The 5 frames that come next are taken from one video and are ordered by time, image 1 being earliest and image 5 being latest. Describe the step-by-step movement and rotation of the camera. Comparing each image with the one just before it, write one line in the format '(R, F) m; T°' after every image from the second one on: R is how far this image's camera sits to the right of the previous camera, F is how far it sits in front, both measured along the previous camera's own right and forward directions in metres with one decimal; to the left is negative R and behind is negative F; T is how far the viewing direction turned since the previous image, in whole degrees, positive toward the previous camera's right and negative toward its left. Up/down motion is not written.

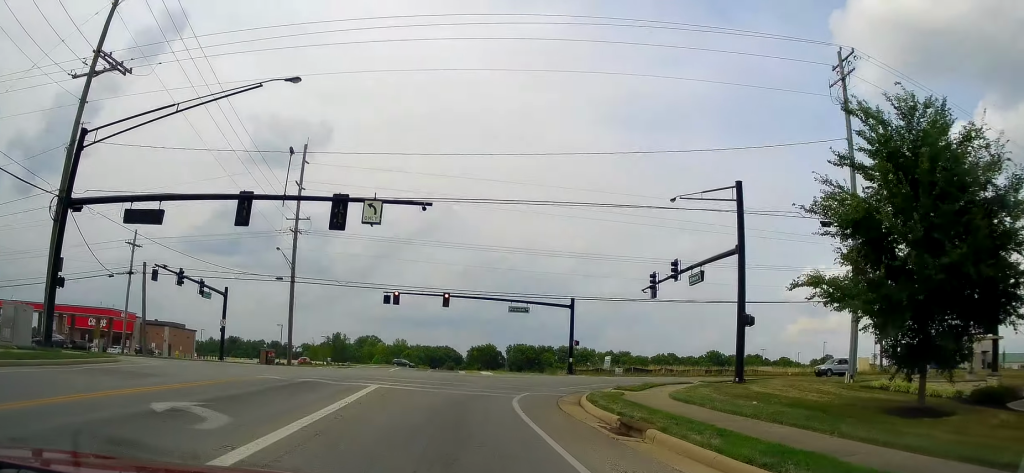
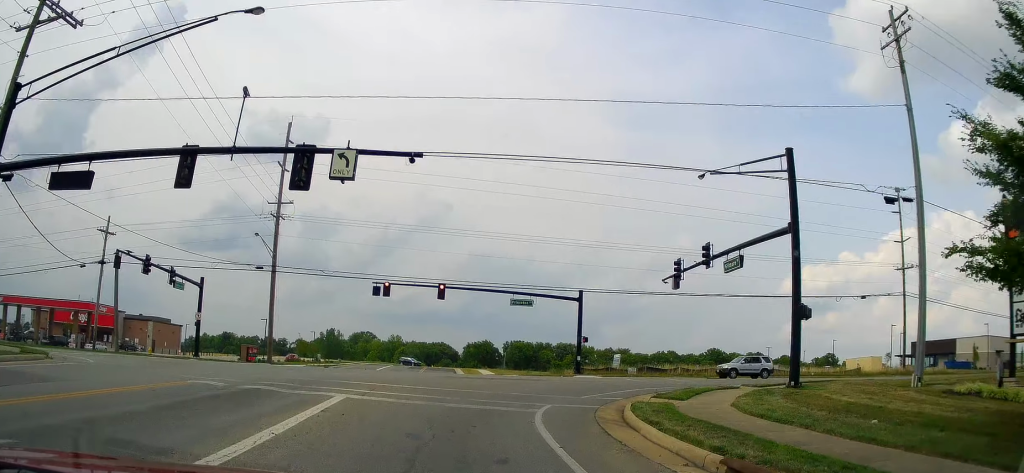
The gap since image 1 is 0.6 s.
(-0.3, +5.6) m; -1°
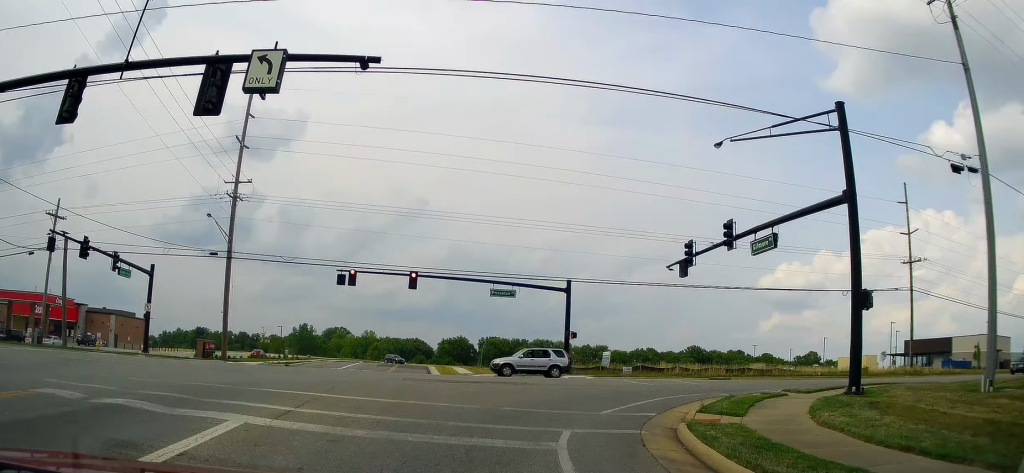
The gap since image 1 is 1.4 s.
(+0.3, +5.8) m; 0°
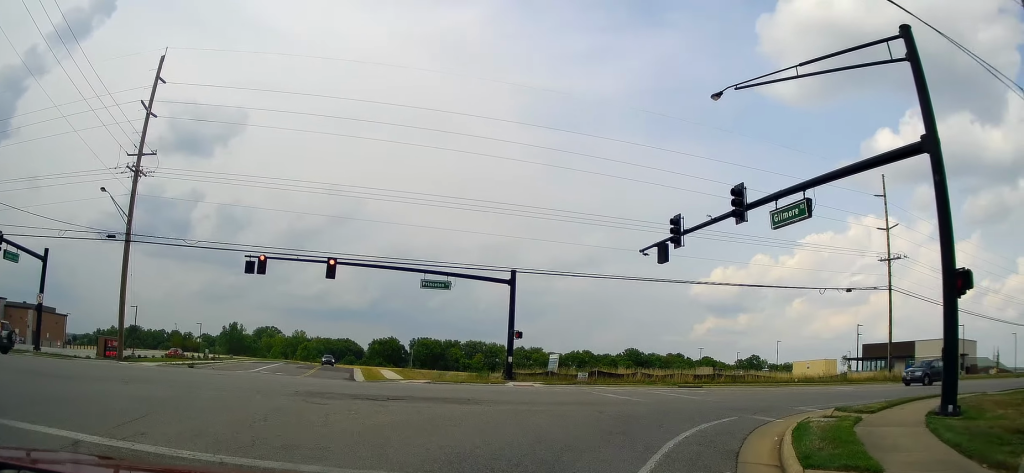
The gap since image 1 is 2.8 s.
(-0.2, +8.9) m; +5°
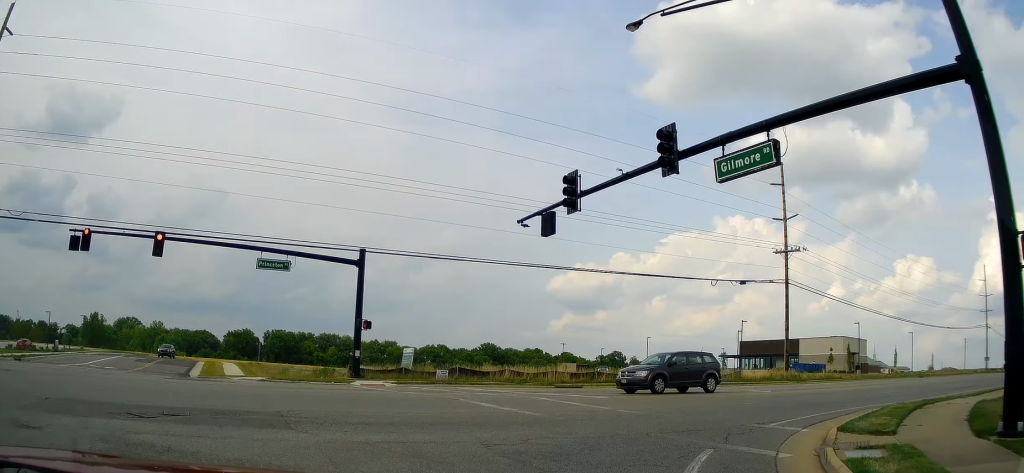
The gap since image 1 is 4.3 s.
(+1.5, +8.0) m; +14°
